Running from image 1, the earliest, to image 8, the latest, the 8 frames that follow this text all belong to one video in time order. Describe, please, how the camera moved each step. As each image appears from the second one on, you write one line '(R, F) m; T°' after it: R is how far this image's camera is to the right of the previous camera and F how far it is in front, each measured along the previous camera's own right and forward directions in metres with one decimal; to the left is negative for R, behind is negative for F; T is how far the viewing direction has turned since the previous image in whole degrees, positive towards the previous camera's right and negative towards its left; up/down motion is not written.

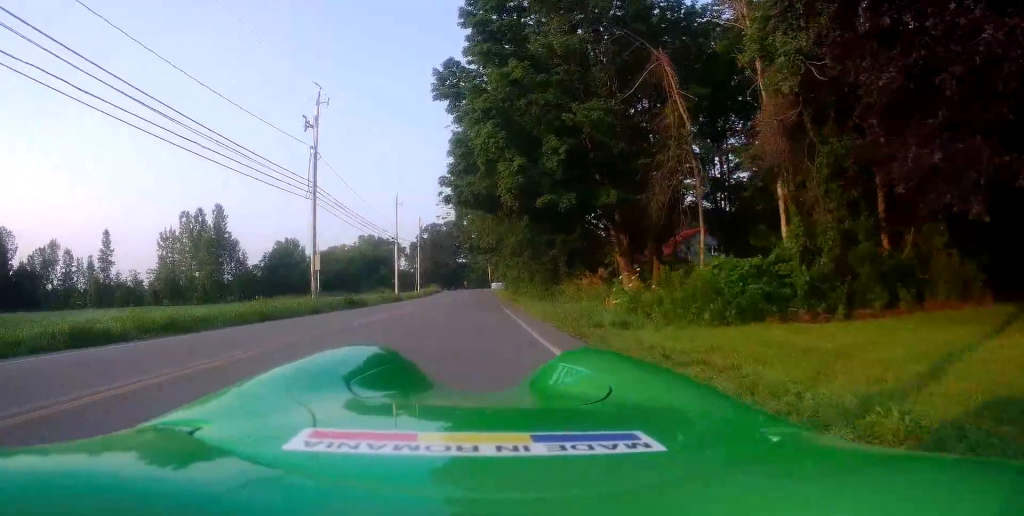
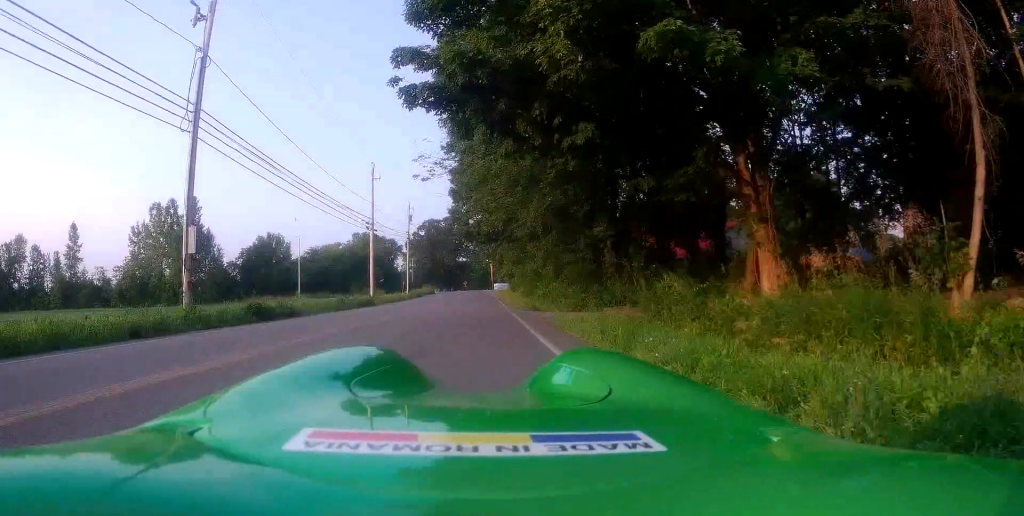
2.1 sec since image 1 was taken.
(+0.9, +13.6) m; +5°
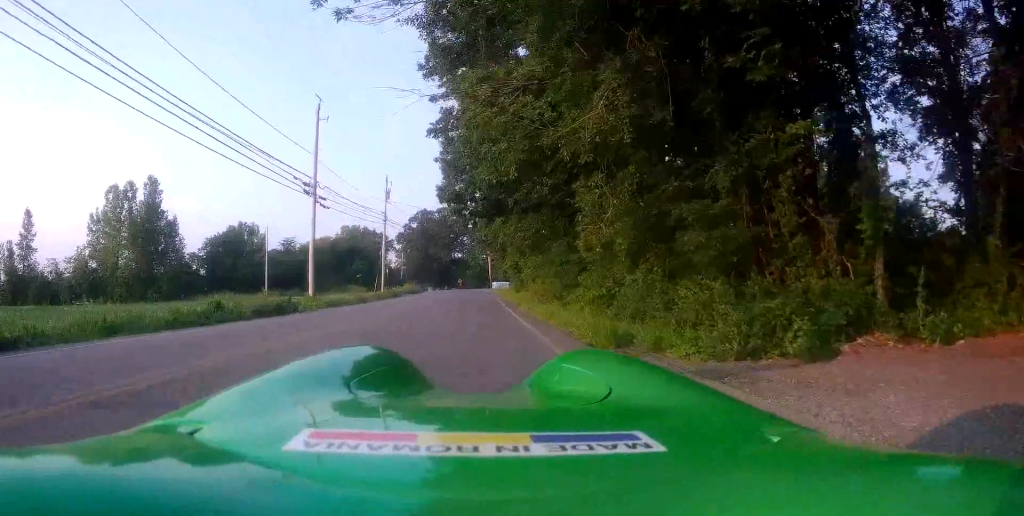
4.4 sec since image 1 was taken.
(-0.1, +14.5) m; -1°
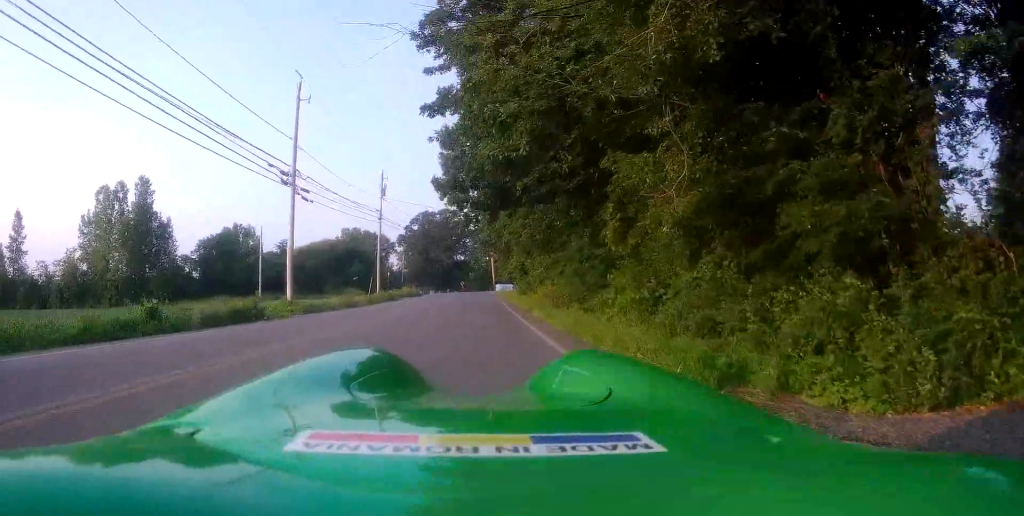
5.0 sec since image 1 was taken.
(-0.1, +3.6) m; -4°
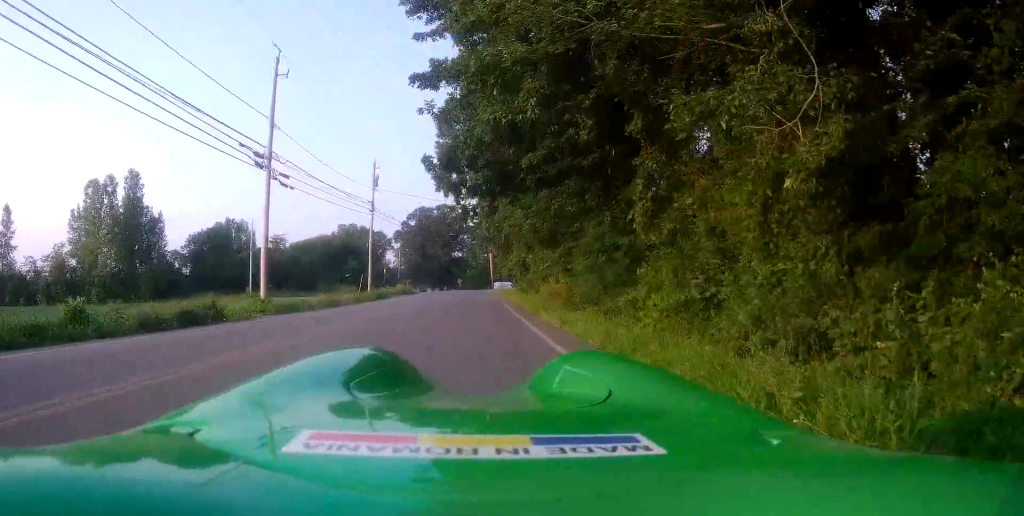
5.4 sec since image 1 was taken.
(+0.1, +2.5) m; -3°
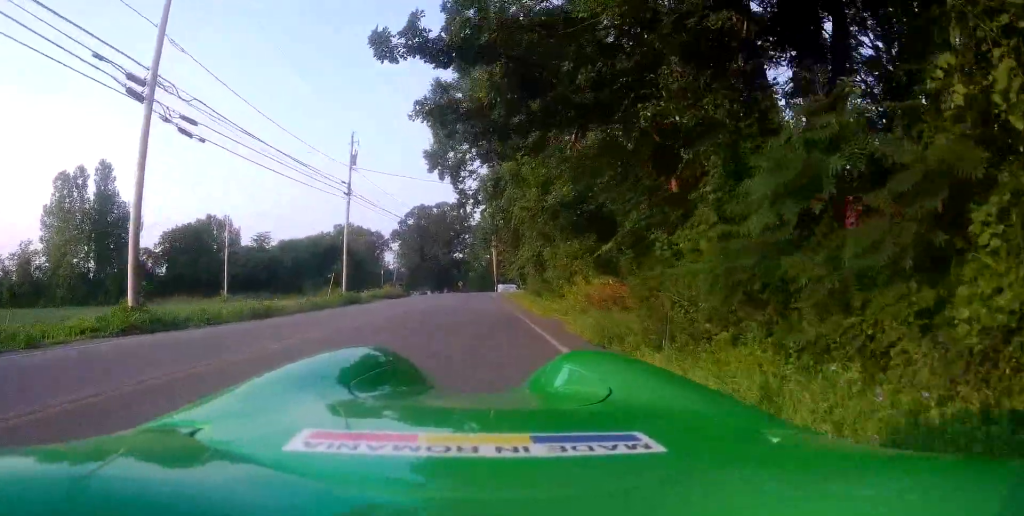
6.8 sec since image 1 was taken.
(0.0, +8.6) m; +6°
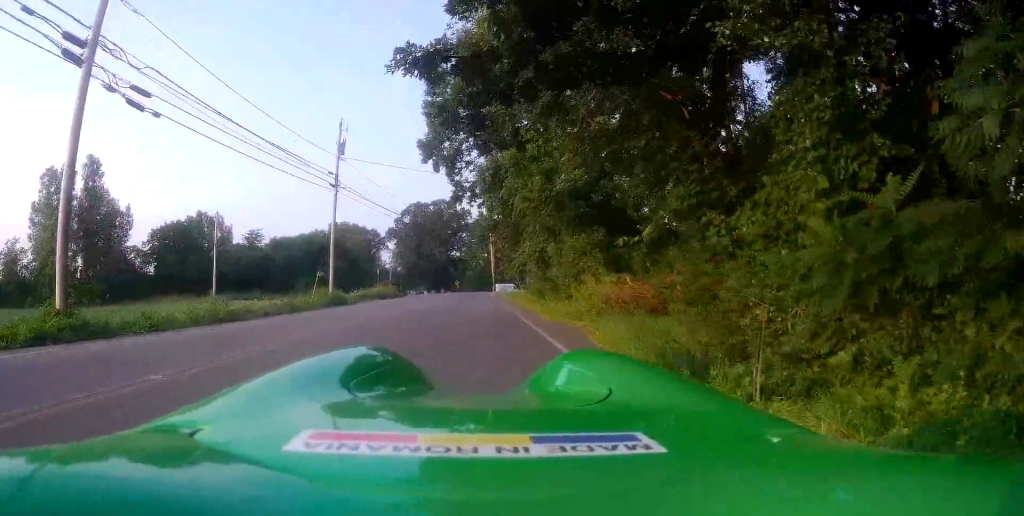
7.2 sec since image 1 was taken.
(+0.2, +2.6) m; +3°
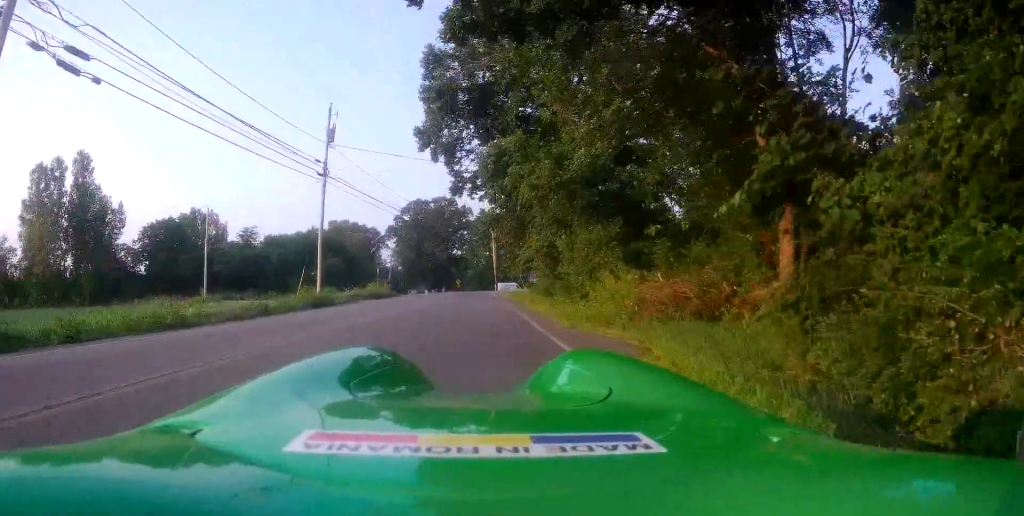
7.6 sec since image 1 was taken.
(+0.1, +2.6) m; +2°
